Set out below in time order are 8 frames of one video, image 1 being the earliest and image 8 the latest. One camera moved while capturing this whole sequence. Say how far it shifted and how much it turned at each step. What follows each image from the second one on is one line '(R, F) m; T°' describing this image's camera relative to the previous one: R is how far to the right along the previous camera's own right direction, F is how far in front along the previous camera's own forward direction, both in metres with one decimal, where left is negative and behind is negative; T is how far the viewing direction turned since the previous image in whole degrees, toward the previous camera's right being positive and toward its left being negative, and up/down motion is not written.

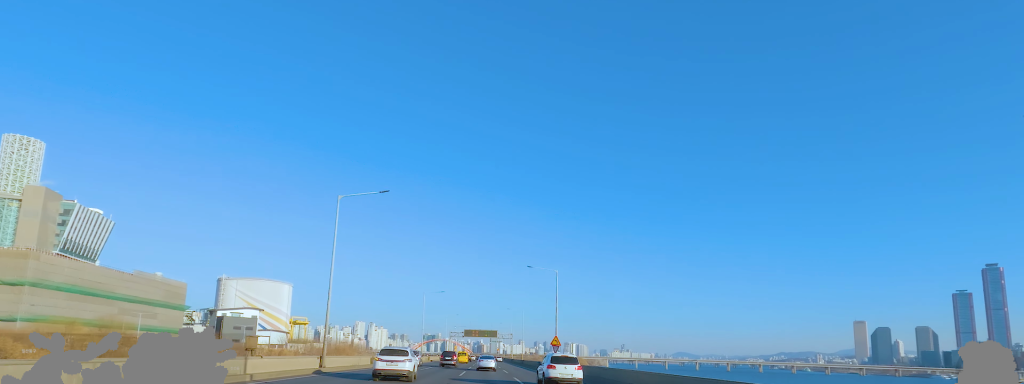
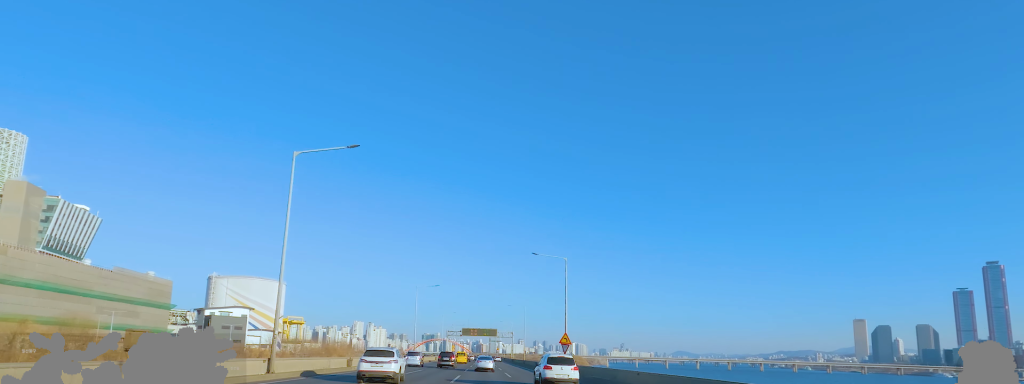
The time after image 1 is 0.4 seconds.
(-0.4, +9.6) m; +1°
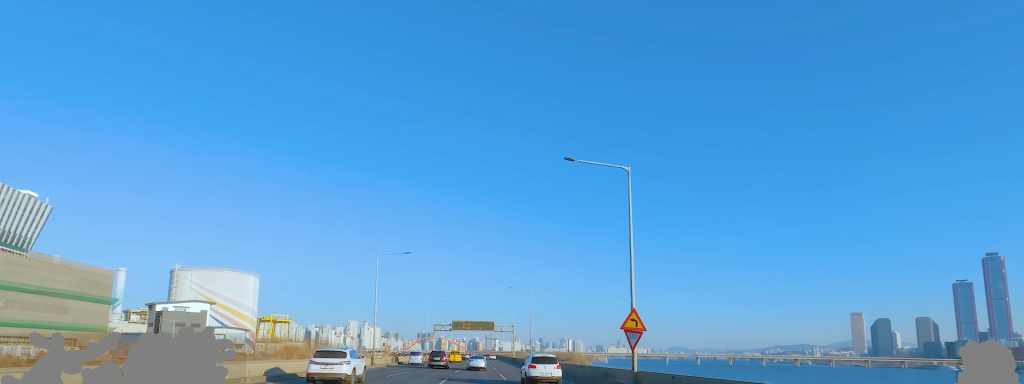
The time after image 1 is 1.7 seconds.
(+1.1, +29.1) m; 0°
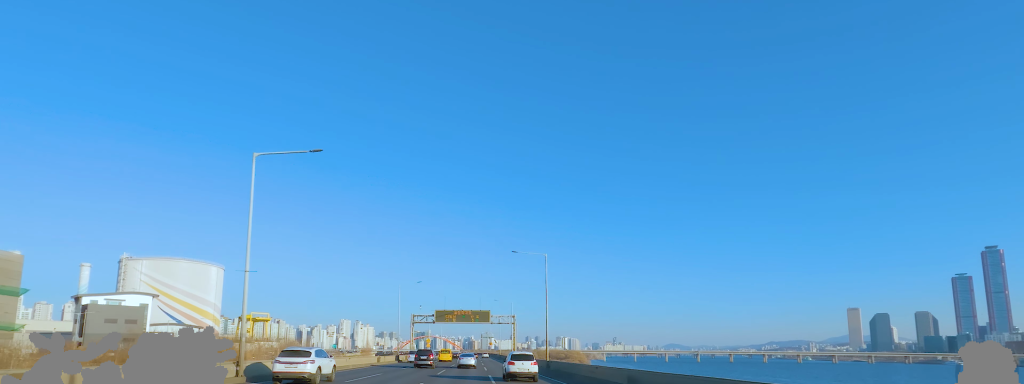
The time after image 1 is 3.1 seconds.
(-0.7, +28.1) m; 0°
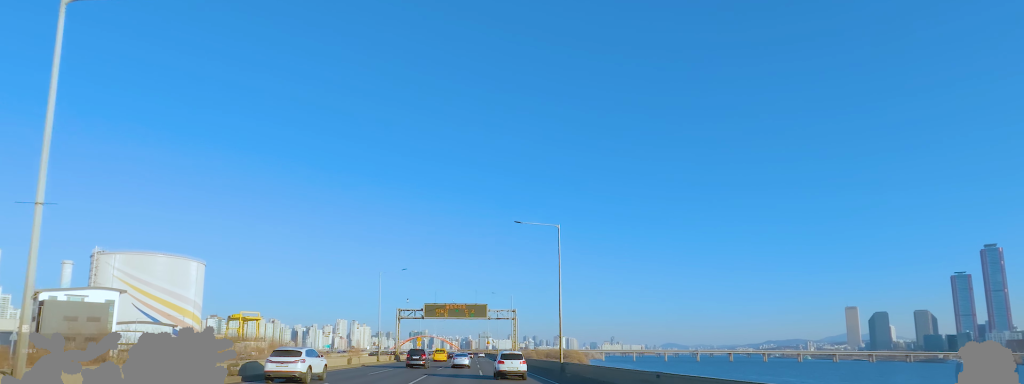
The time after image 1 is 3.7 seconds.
(+0.5, +11.2) m; 0°
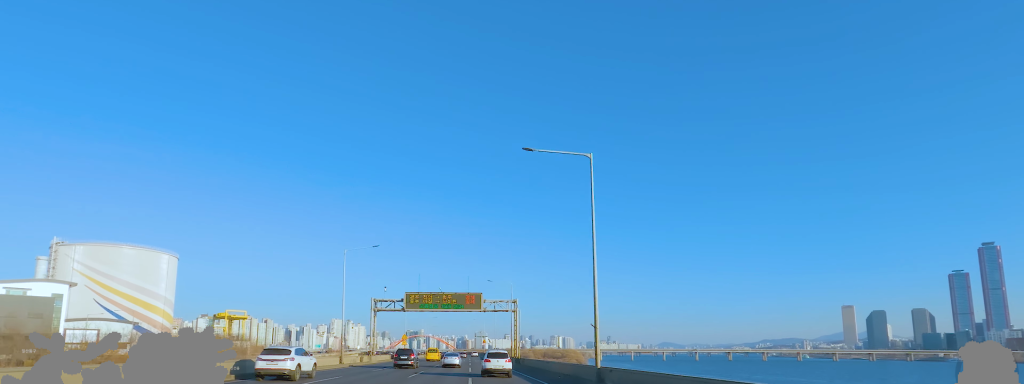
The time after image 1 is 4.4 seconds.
(-0.8, +12.9) m; -2°
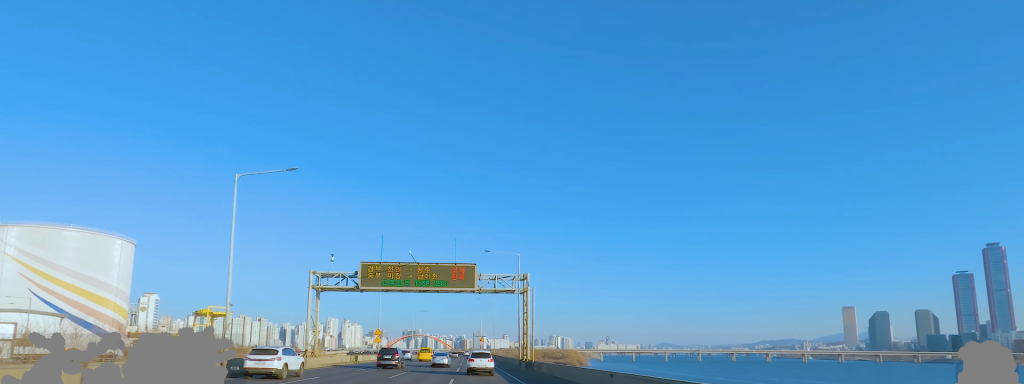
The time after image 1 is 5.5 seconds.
(-0.1, +18.5) m; +2°
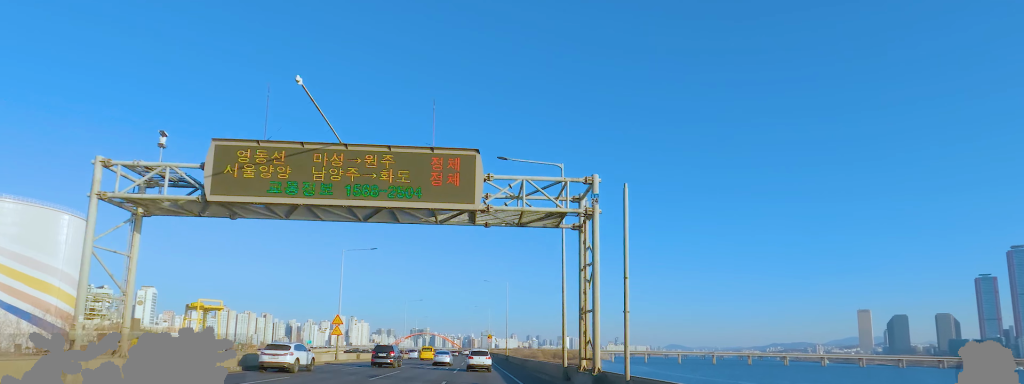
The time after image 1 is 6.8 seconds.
(+0.6, +19.9) m; 0°
